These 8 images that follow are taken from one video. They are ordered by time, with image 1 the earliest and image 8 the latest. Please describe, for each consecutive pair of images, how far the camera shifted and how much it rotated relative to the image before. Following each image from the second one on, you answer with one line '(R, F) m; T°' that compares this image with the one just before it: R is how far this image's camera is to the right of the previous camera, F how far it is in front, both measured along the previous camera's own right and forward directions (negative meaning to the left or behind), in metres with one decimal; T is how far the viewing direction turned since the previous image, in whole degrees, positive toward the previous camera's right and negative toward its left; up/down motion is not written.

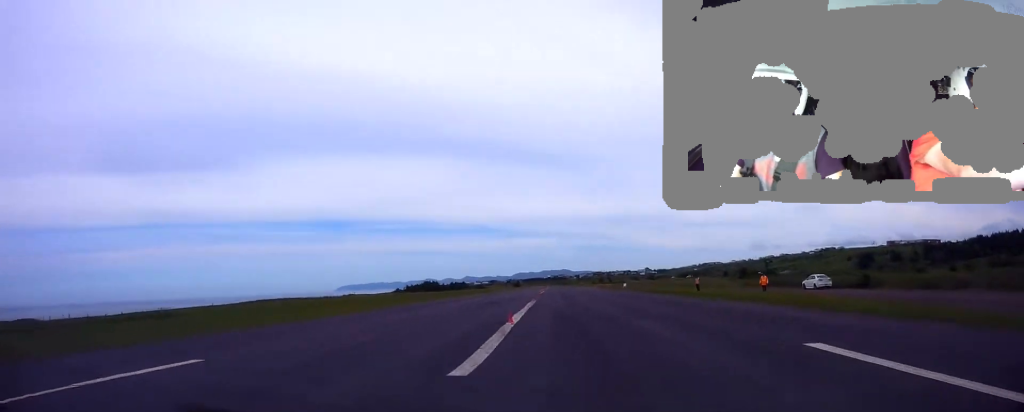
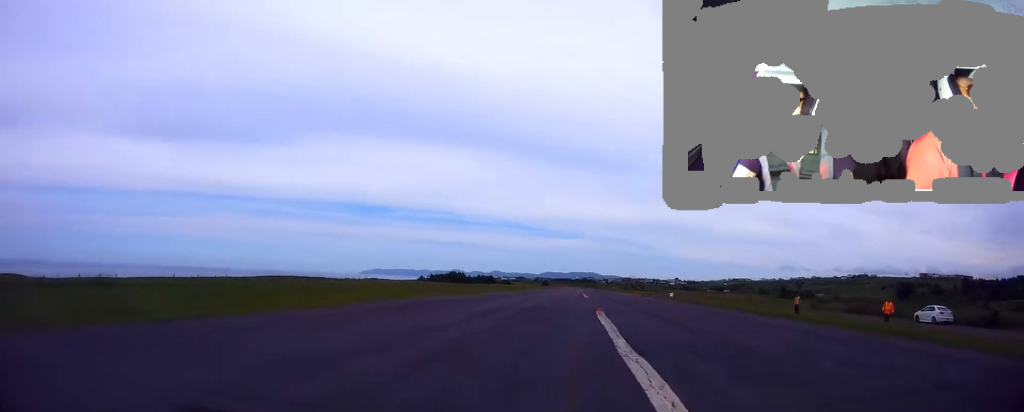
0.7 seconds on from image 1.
(-0.7, +14.5) m; +1°
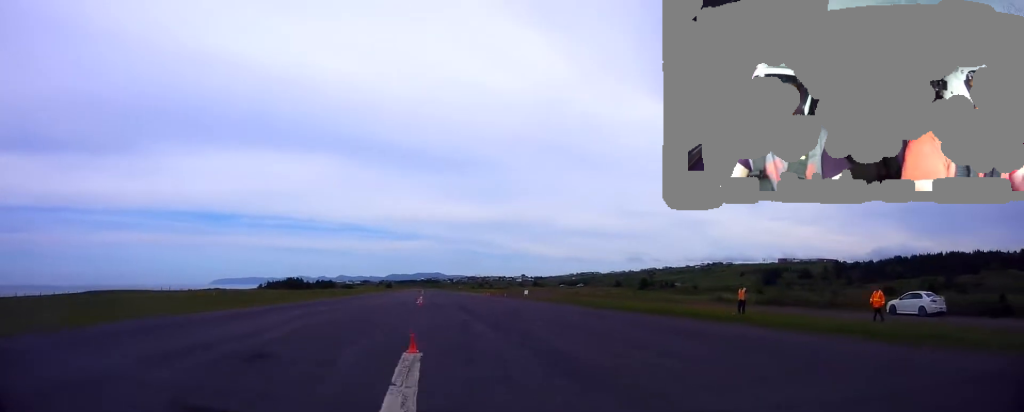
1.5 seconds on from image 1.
(+0.4, +15.9) m; -1°
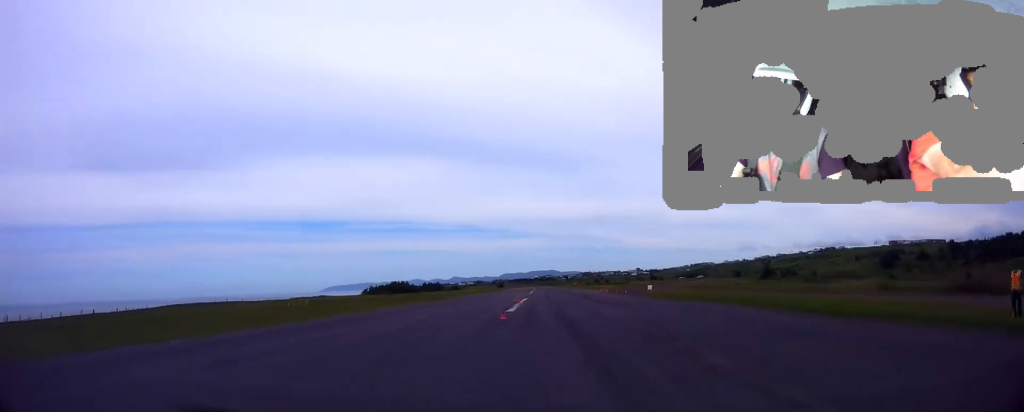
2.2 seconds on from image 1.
(+0.9, +12.7) m; -2°
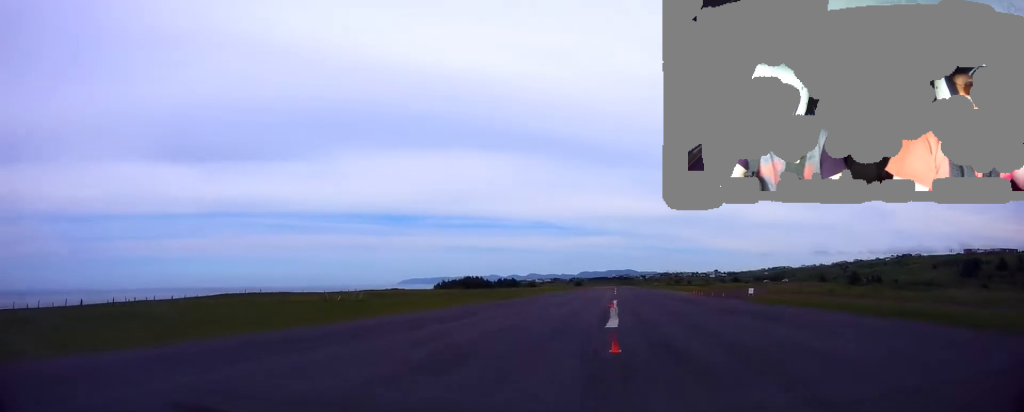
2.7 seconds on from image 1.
(-1.4, +10.5) m; -1°
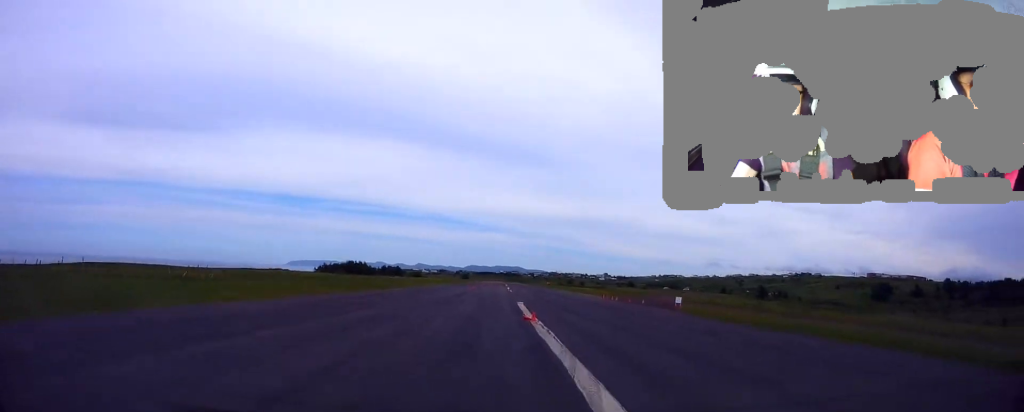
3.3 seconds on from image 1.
(-0.6, +13.5) m; 0°
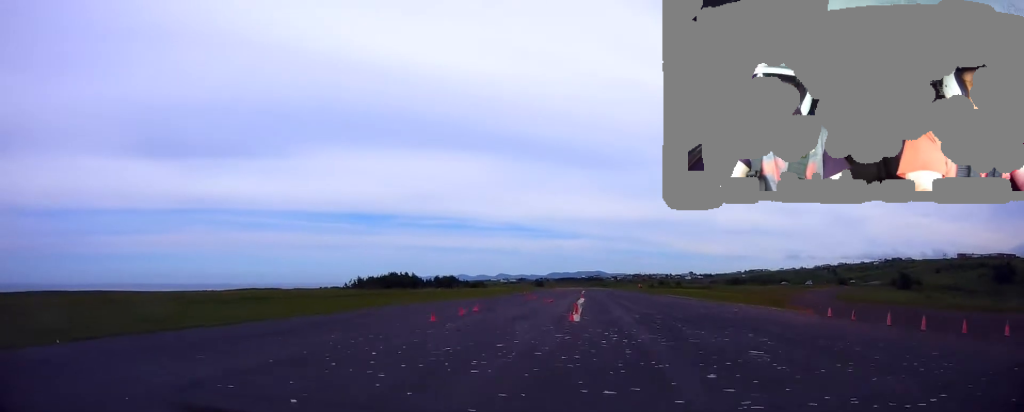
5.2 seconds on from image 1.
(0.0, +44.7) m; -5°
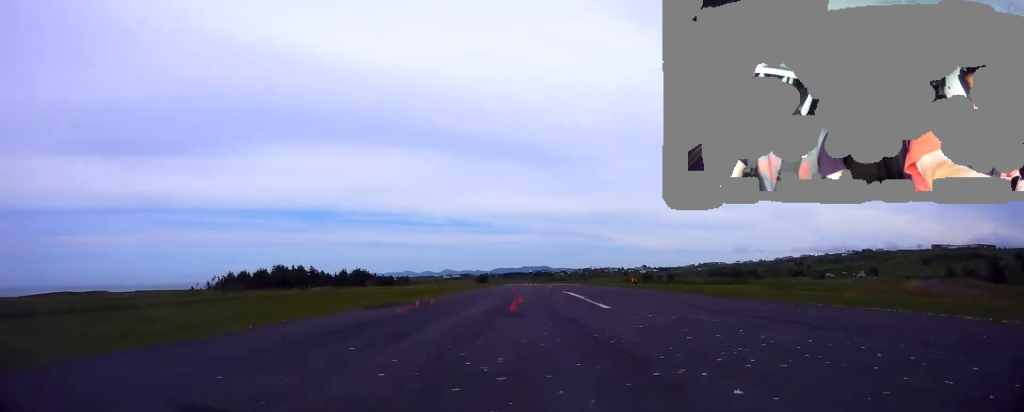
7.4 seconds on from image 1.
(+1.2, +56.3) m; +3°
